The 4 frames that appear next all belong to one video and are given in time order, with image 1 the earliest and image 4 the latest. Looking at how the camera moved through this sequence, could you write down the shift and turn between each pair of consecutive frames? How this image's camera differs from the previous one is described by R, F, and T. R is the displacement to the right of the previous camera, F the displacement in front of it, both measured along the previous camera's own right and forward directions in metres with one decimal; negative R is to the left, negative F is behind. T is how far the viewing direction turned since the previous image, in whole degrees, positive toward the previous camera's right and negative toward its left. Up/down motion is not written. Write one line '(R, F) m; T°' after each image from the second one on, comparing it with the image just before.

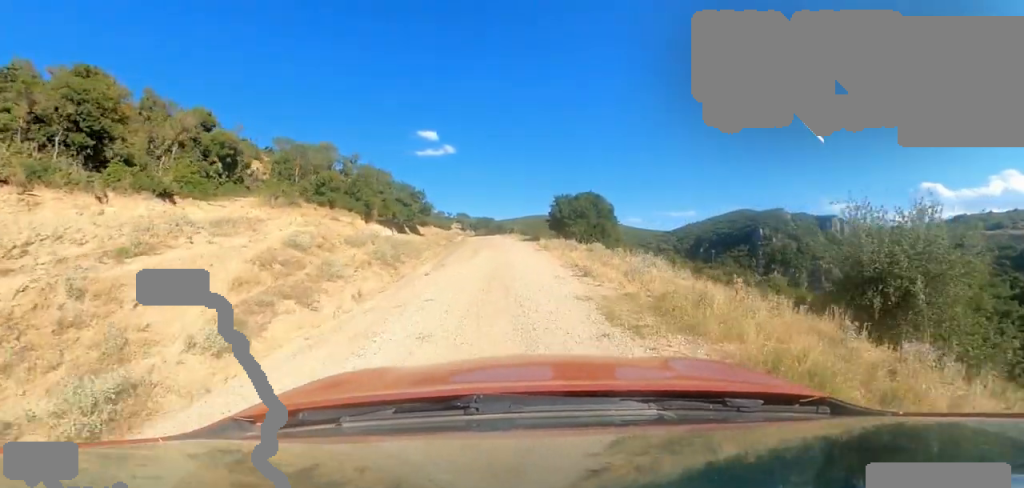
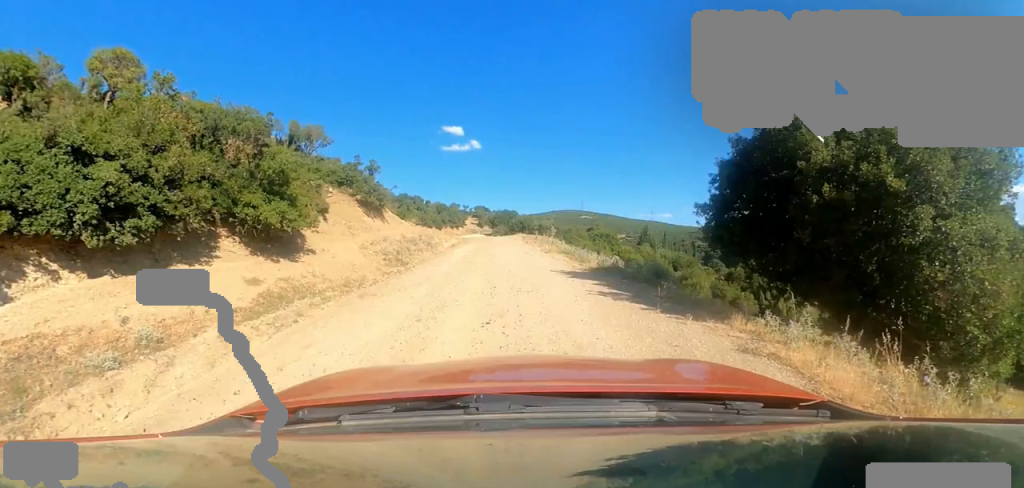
(-4.6, +21.4) m; -15°
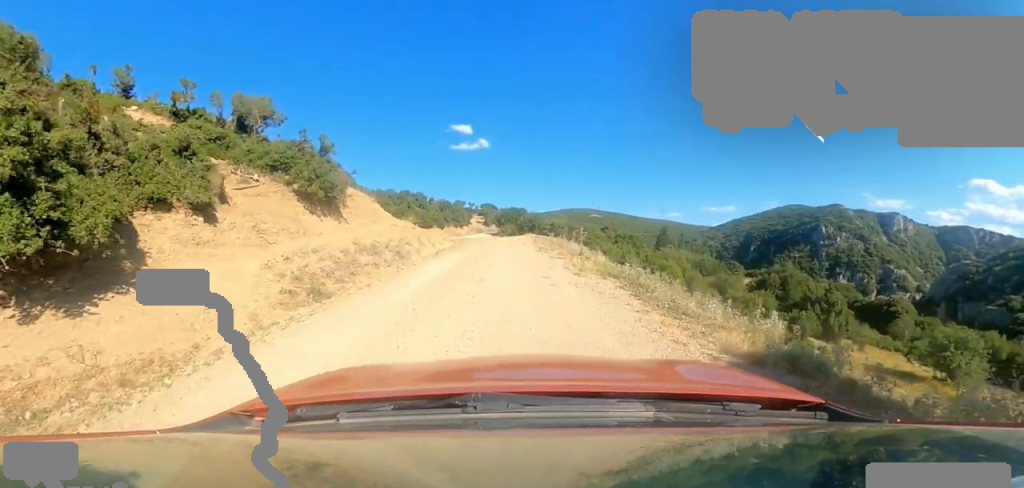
(+0.2, +6.8) m; +6°
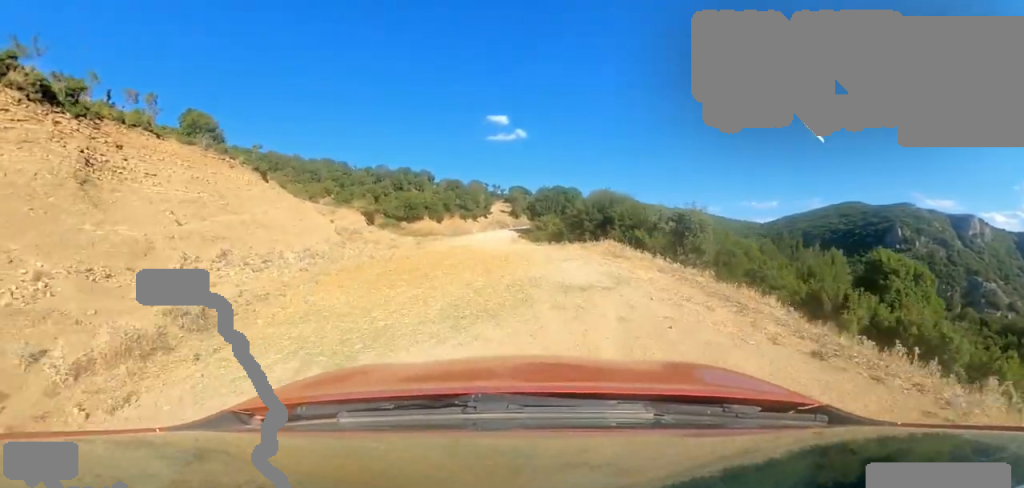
(-2.5, +30.8) m; -8°
